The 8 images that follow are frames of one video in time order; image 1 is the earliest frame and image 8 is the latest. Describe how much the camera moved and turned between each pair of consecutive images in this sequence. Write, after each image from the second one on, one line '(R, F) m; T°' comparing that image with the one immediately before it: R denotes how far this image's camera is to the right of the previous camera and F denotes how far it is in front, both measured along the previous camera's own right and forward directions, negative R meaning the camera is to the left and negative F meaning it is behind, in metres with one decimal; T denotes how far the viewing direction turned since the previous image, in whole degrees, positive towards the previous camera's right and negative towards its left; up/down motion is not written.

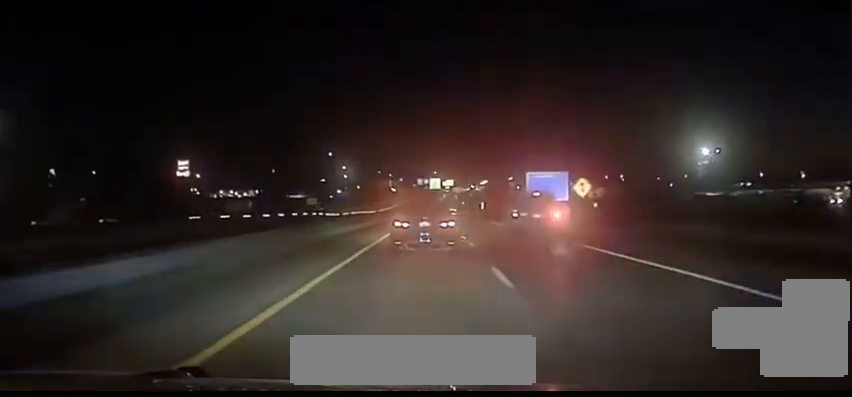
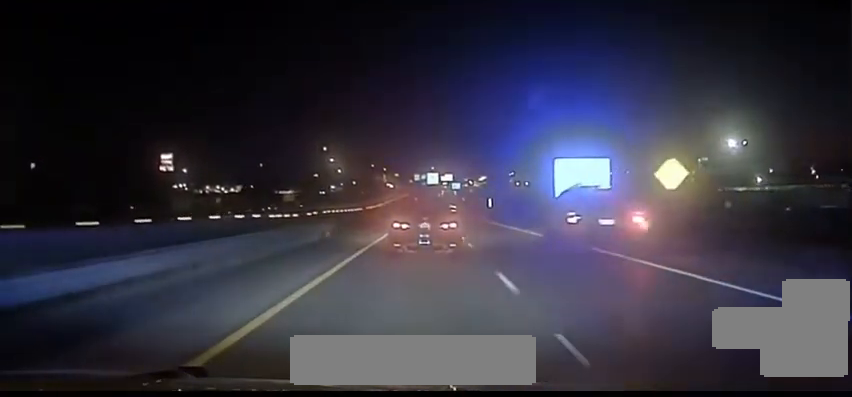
(0.0, +25.1) m; 0°
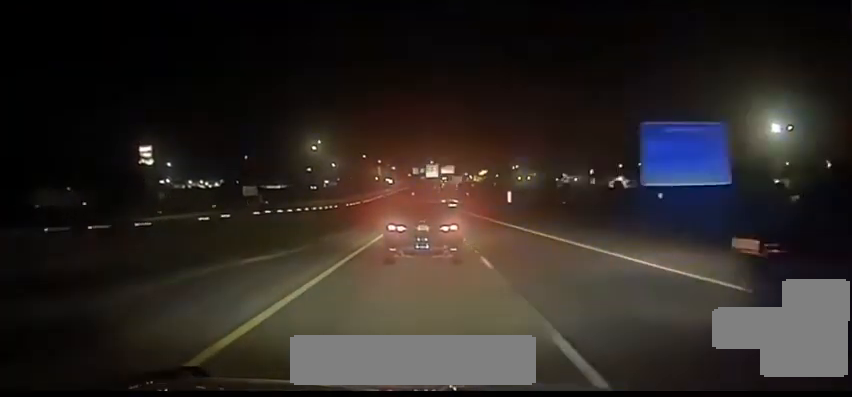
(0.0, +31.7) m; 0°
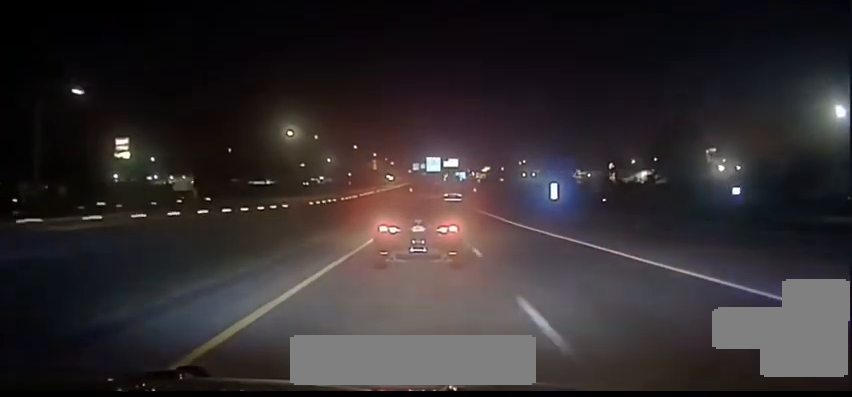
(0.0, +33.4) m; 0°
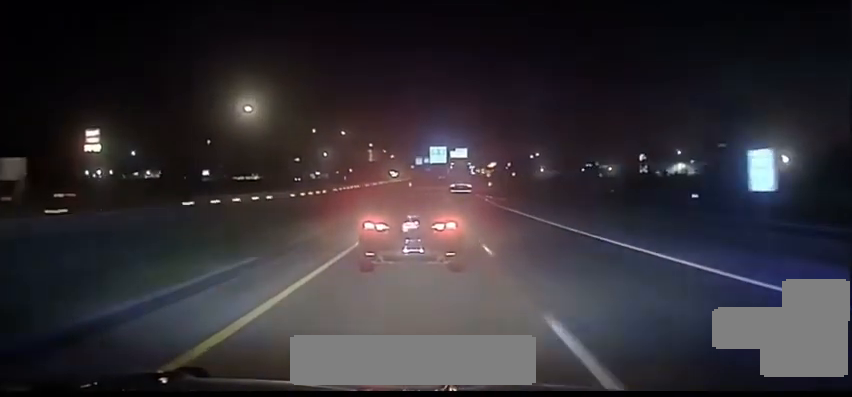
(0.0, +38.3) m; 0°
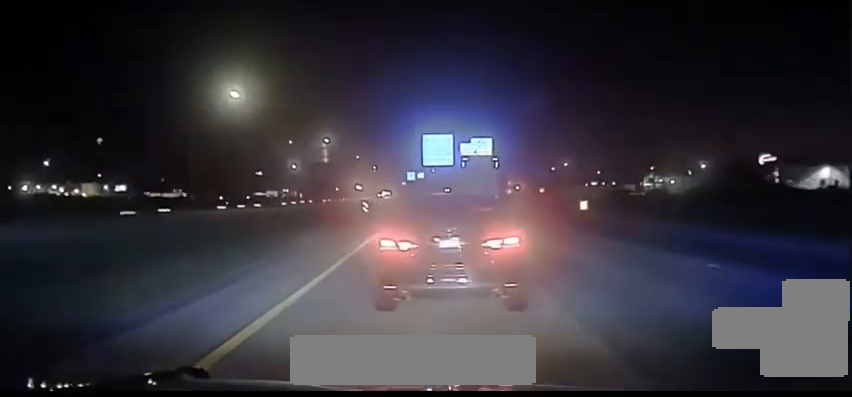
(-0.1, +100.8) m; 0°
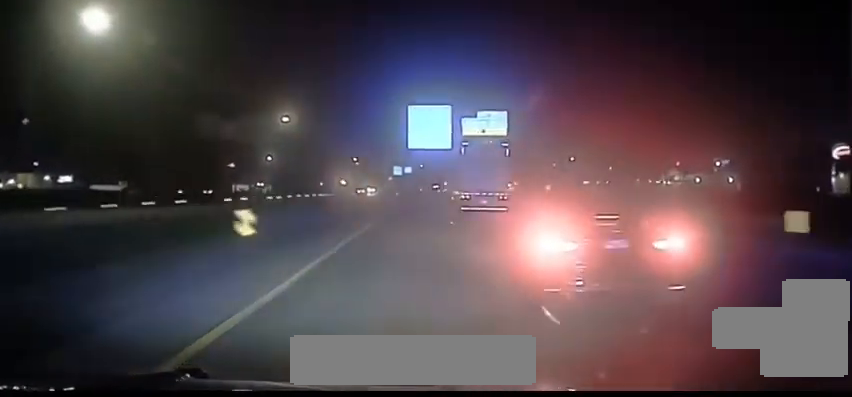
(+0.1, +35.6) m; +1°
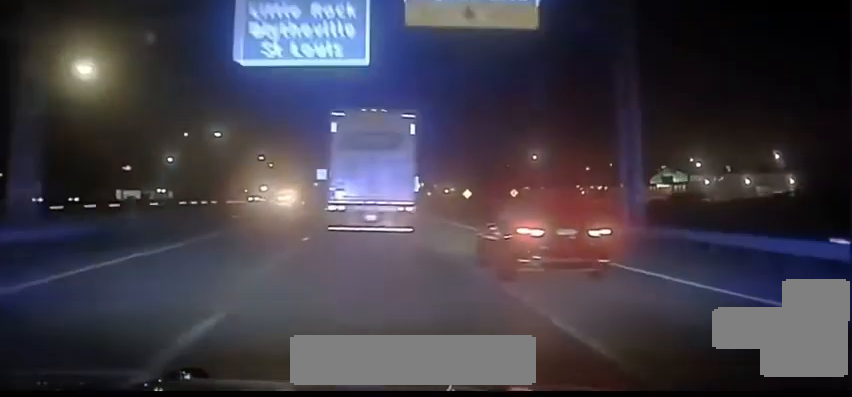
(+2.5, +56.6) m; +4°
